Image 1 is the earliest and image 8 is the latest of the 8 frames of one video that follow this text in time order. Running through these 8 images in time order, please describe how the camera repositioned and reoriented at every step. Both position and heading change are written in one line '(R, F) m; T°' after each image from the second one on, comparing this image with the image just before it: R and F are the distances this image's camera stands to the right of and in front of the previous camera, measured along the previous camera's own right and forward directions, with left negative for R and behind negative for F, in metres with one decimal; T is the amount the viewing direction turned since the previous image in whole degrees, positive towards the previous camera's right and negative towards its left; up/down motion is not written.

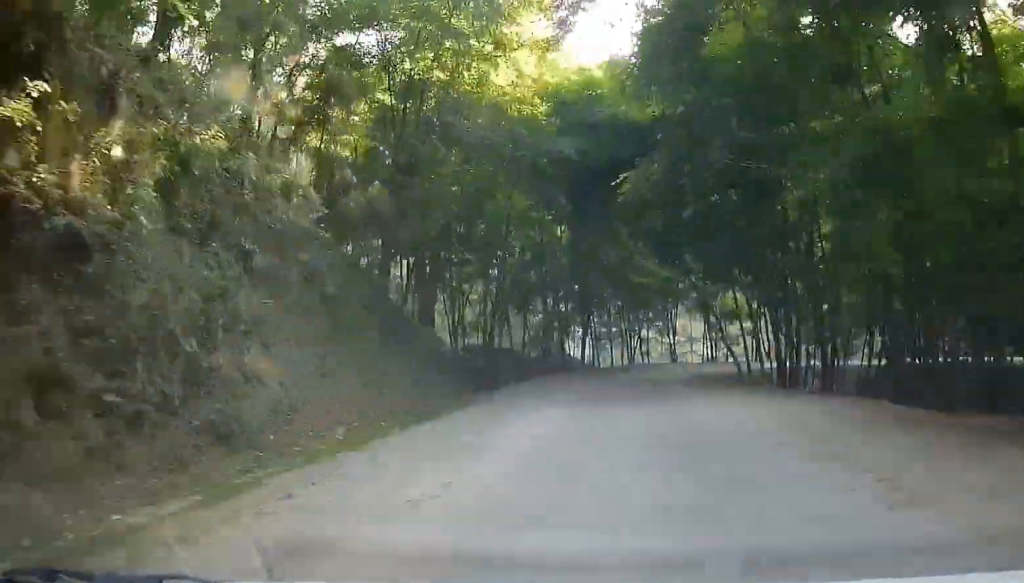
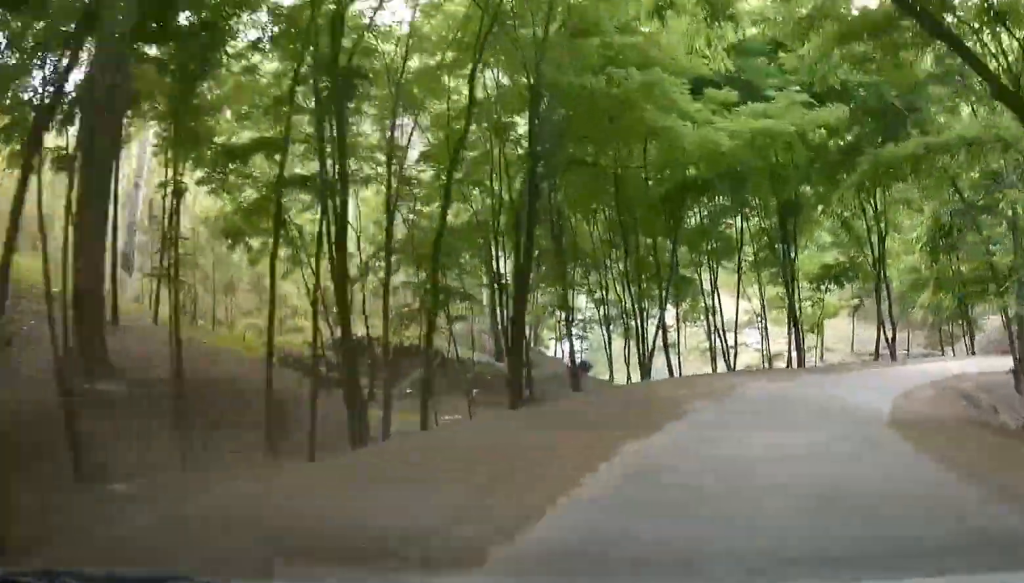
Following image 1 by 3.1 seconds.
(-1.7, +23.1) m; 0°
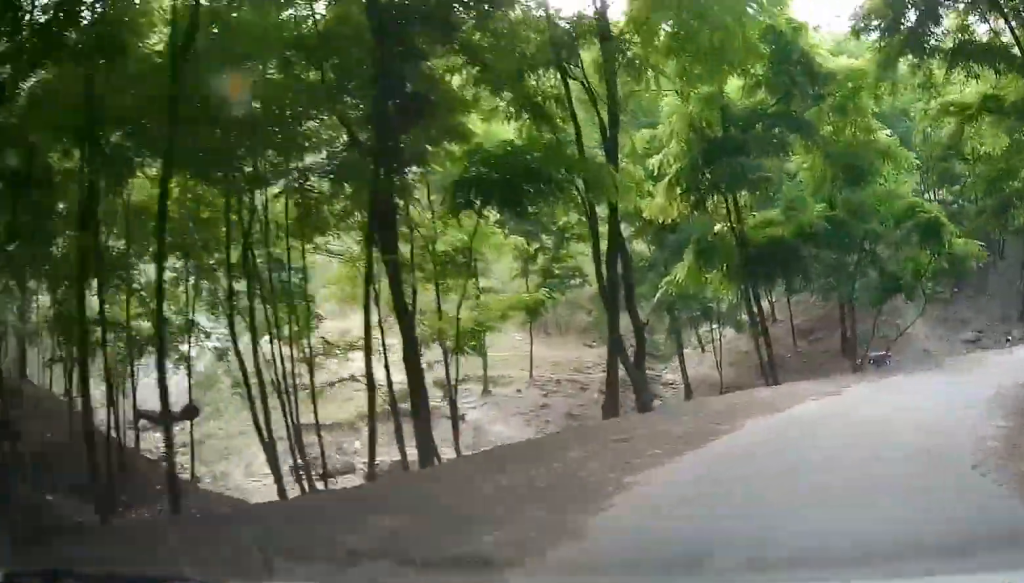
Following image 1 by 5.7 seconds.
(+1.8, +17.4) m; +14°
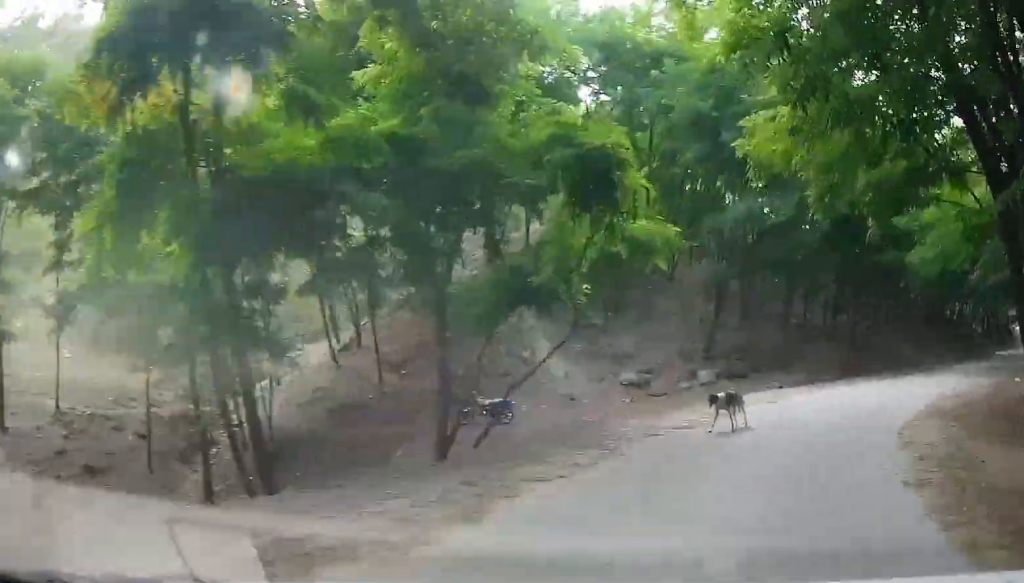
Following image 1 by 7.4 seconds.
(+0.7, +12.0) m; +19°
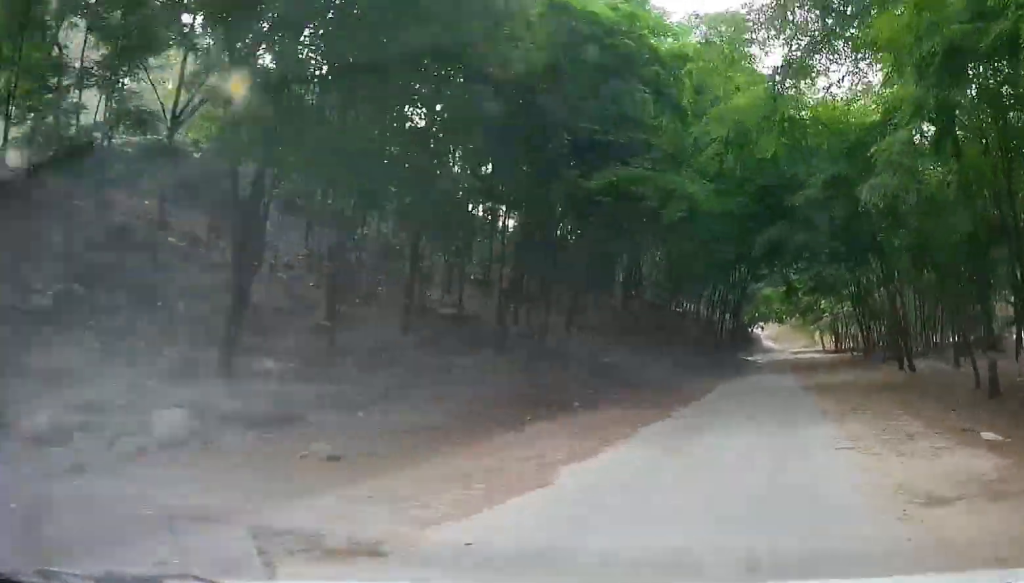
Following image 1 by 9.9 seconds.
(+5.7, +14.7) m; +29°
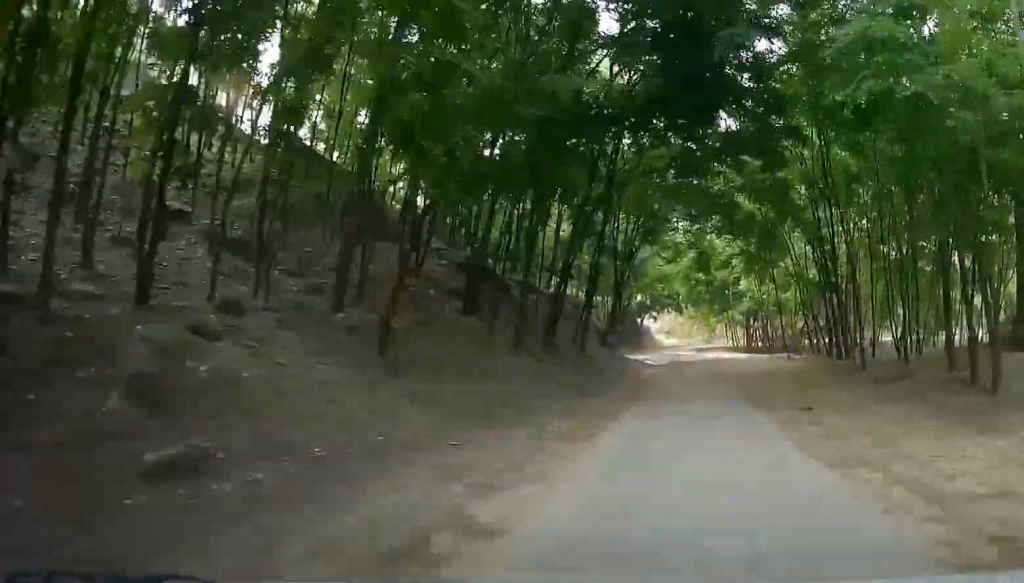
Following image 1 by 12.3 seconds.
(+1.7, +14.4) m; +8°
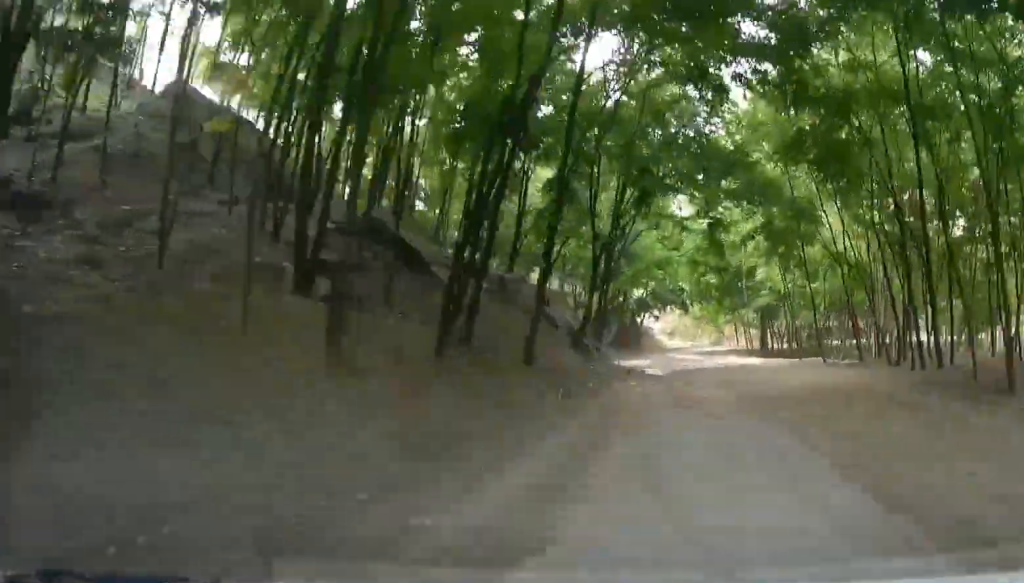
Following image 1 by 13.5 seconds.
(+0.1, +7.4) m; +2°
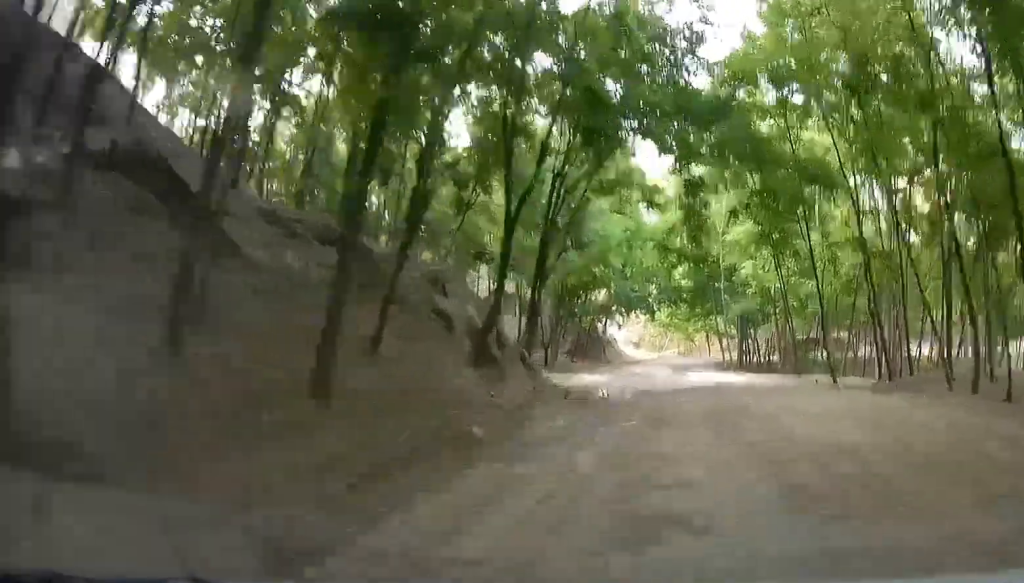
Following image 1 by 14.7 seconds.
(+0.1, +6.9) m; +2°
